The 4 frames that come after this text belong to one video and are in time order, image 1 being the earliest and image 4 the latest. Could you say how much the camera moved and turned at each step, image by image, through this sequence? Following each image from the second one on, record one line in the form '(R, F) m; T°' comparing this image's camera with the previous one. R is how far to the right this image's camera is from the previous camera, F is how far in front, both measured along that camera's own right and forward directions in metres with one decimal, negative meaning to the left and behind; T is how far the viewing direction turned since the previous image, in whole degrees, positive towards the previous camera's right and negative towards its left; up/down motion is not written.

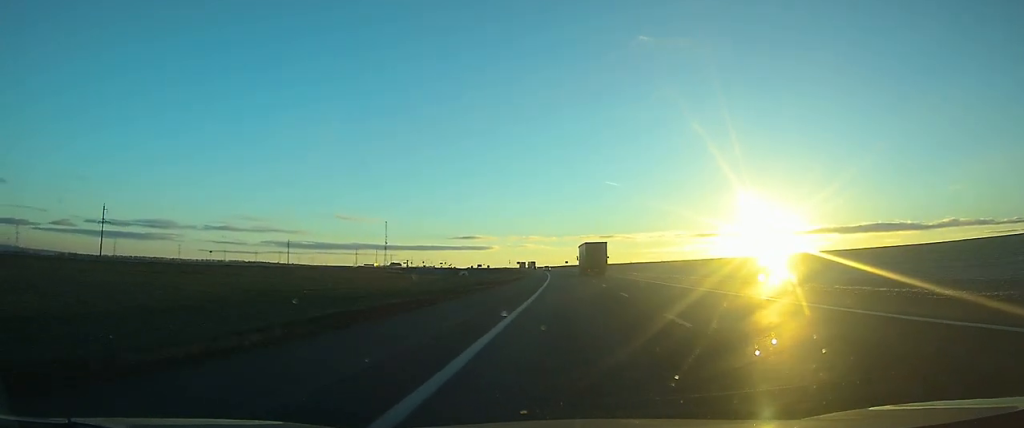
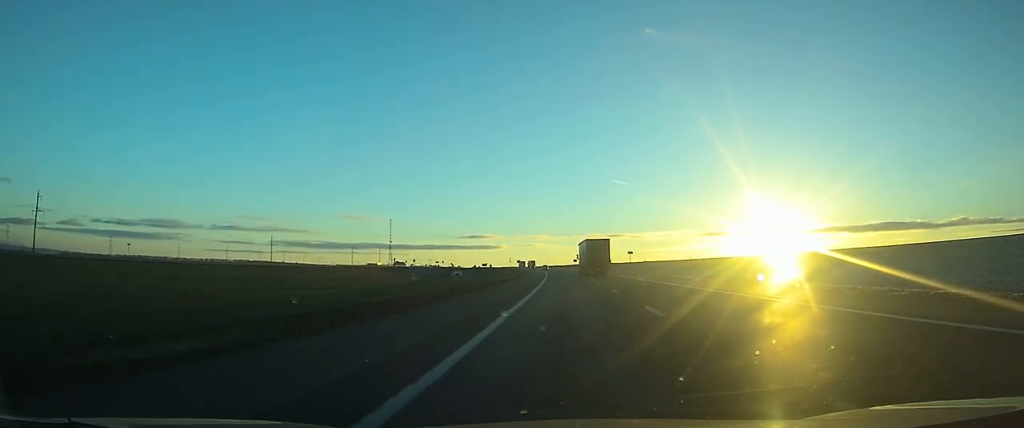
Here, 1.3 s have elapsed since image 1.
(-0.1, +34.9) m; -1°
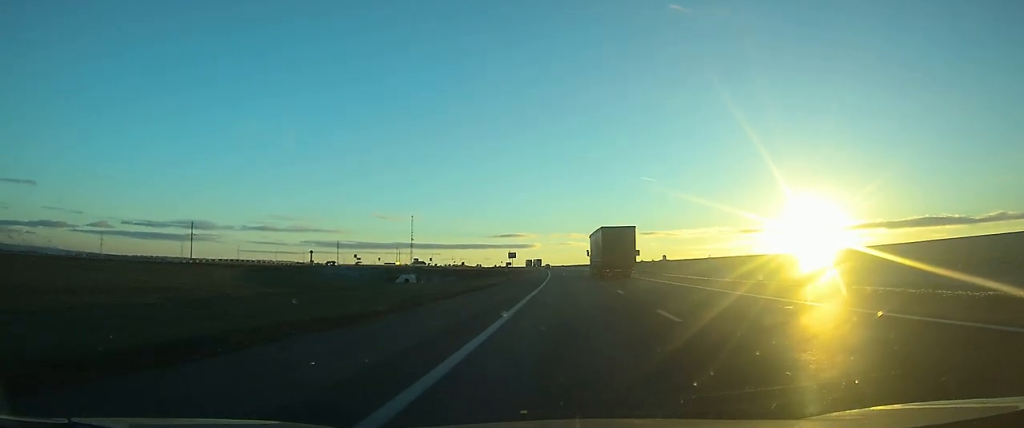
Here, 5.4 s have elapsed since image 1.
(-3.3, +110.9) m; -3°
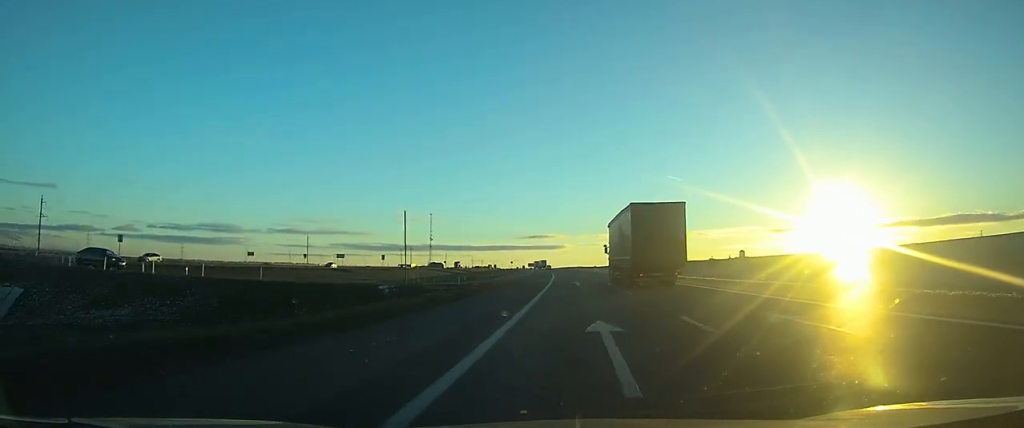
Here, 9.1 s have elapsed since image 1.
(-2.4, +94.8) m; -3°
